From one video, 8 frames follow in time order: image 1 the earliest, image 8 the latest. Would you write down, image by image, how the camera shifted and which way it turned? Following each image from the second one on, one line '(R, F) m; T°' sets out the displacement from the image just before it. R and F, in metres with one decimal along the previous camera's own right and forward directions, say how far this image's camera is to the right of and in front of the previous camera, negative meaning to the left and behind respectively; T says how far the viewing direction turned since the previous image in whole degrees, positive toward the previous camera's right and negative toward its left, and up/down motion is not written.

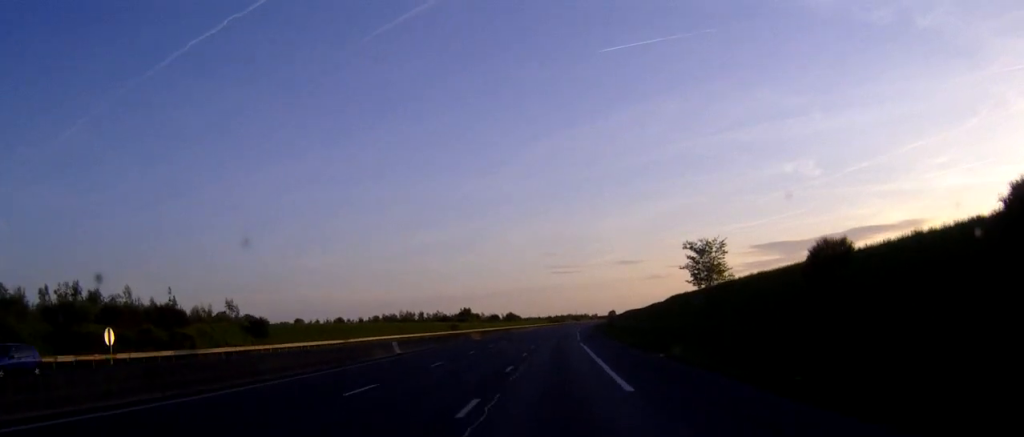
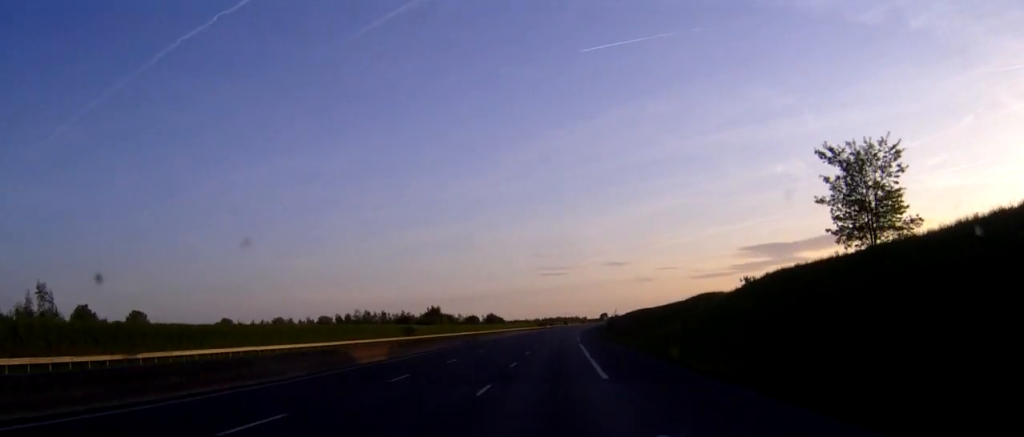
(+0.3, +45.6) m; +1°
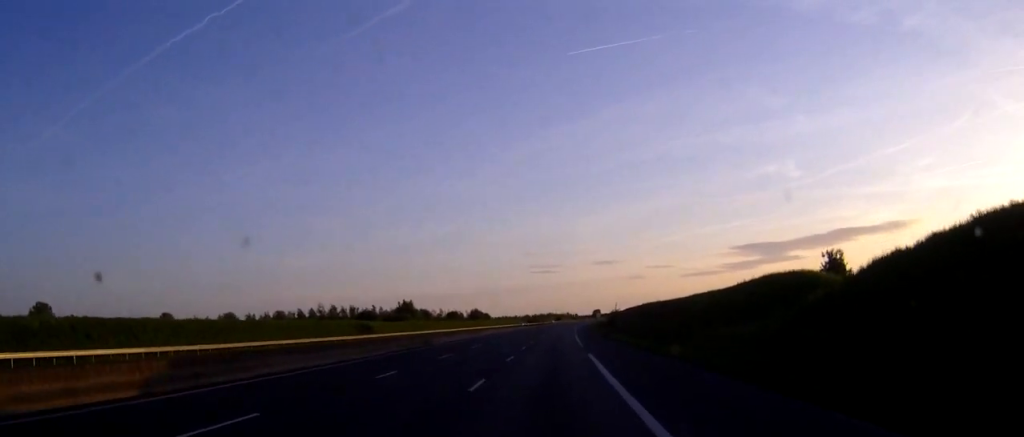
(+0.1, +26.9) m; +1°
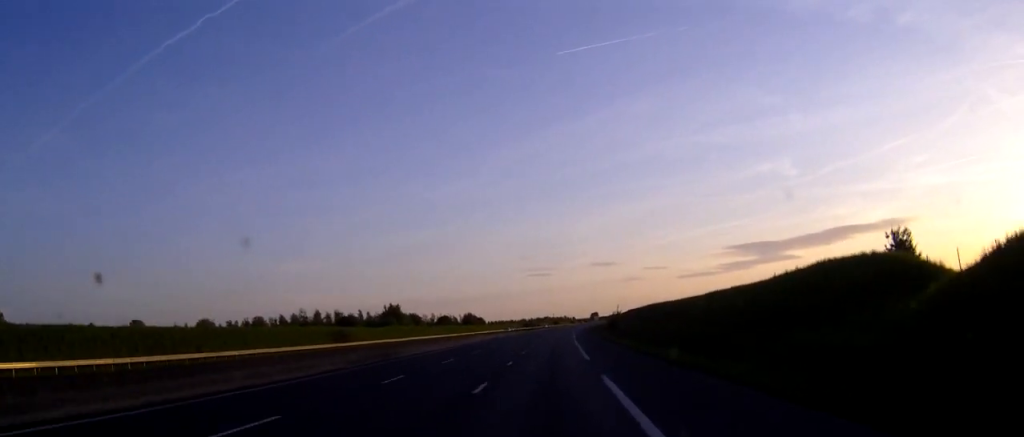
(+0.1, +11.7) m; 0°
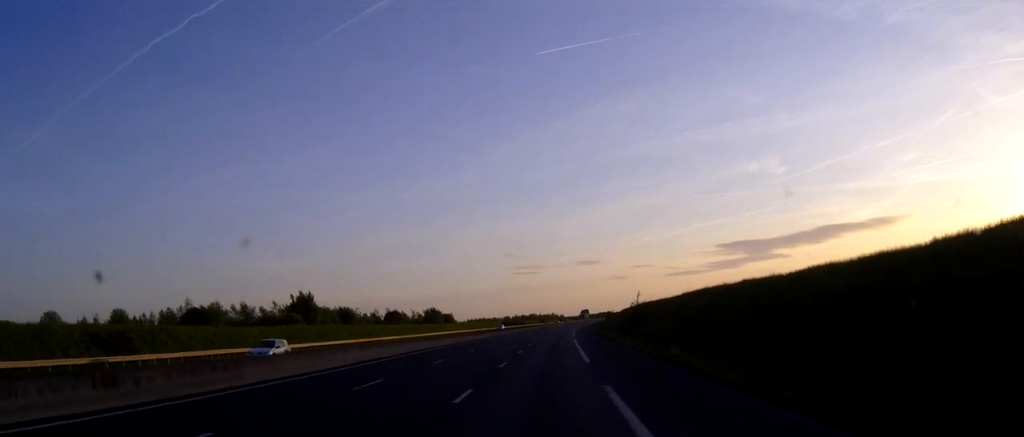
(+0.5, +54.0) m; +1°
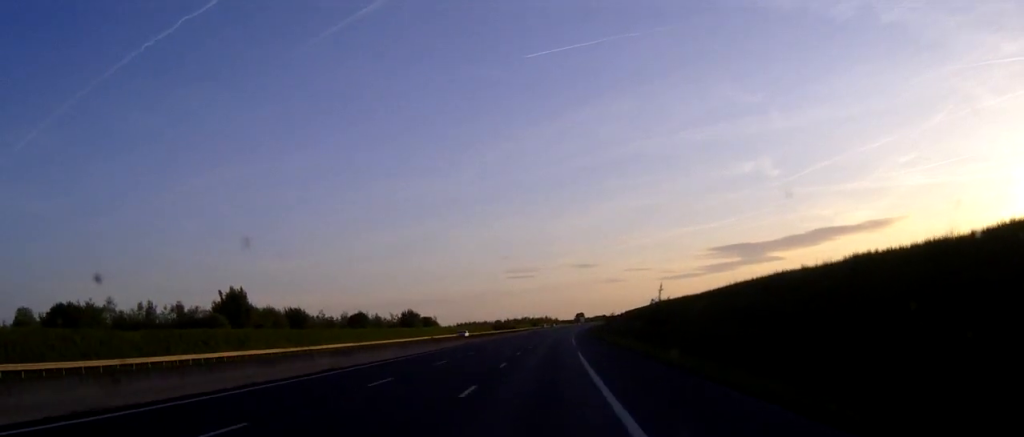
(+0.1, +24.3) m; 0°
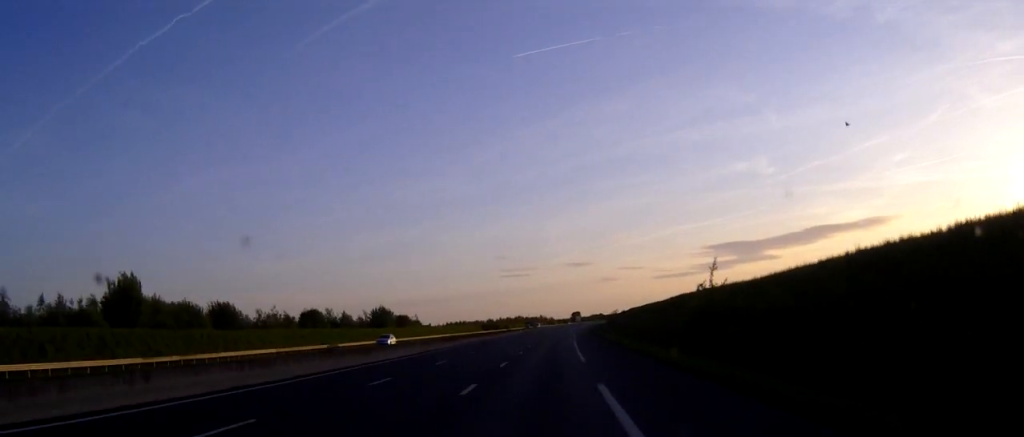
(+0.1, +25.2) m; 0°
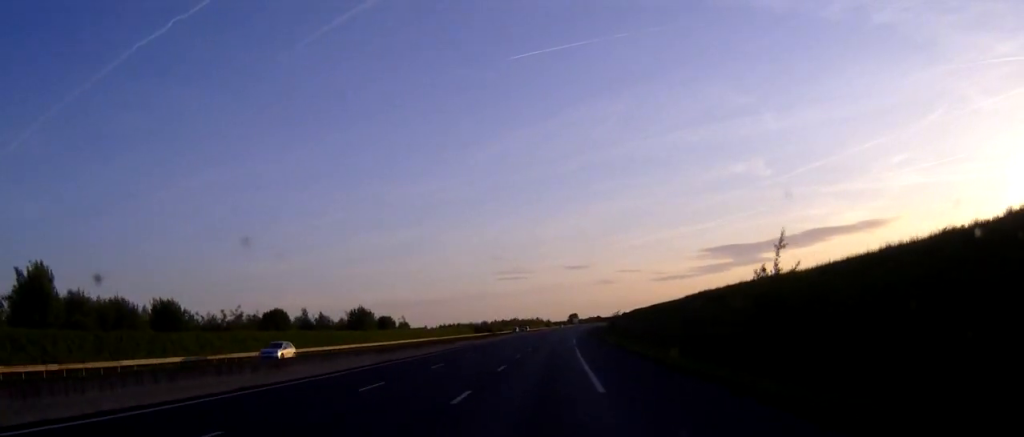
(0.0, +14.4) m; 0°
